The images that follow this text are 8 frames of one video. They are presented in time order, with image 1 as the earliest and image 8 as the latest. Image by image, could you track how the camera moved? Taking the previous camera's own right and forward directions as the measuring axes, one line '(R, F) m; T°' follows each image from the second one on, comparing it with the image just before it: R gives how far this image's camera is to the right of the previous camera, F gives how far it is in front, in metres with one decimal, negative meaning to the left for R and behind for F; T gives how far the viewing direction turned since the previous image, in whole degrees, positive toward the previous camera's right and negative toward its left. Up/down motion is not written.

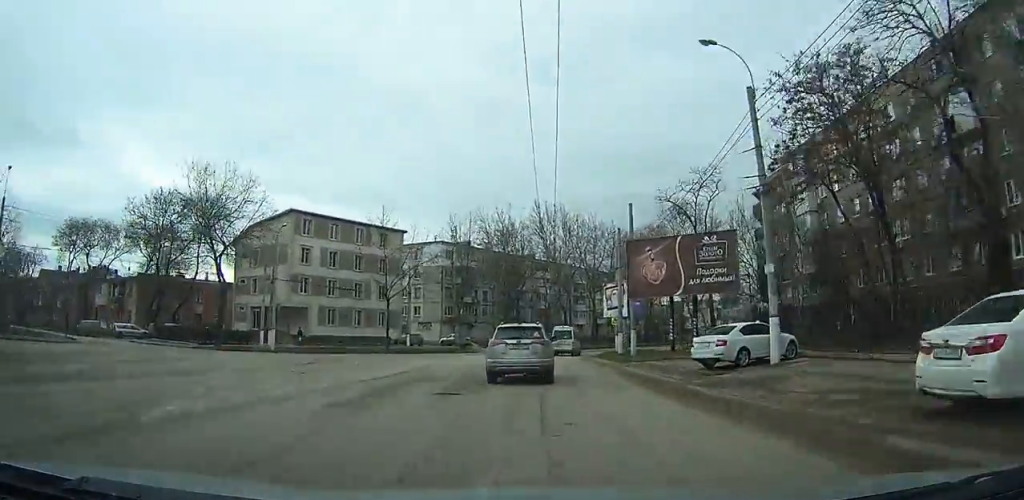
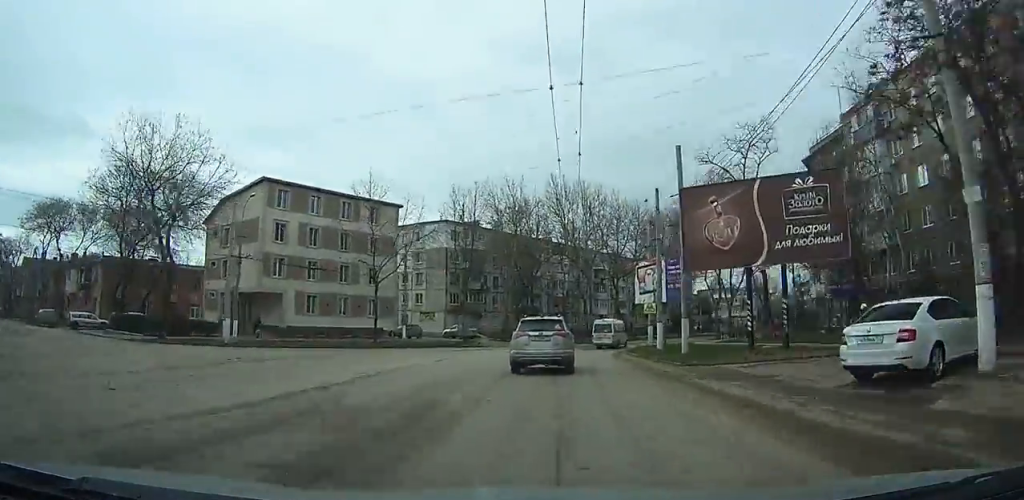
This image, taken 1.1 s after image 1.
(-0.6, +10.3) m; -4°
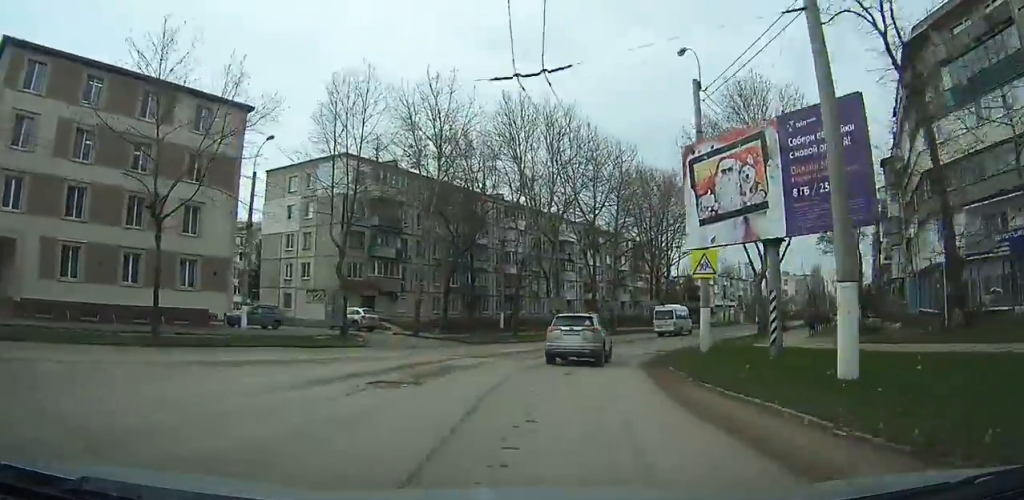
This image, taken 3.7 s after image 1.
(-0.2, +26.3) m; +6°
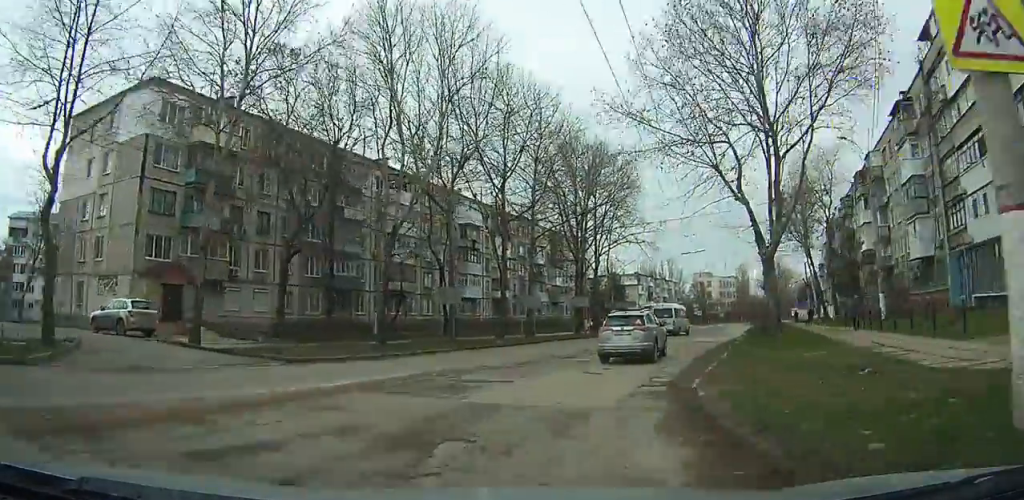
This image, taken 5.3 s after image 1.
(+1.3, +17.2) m; +10°
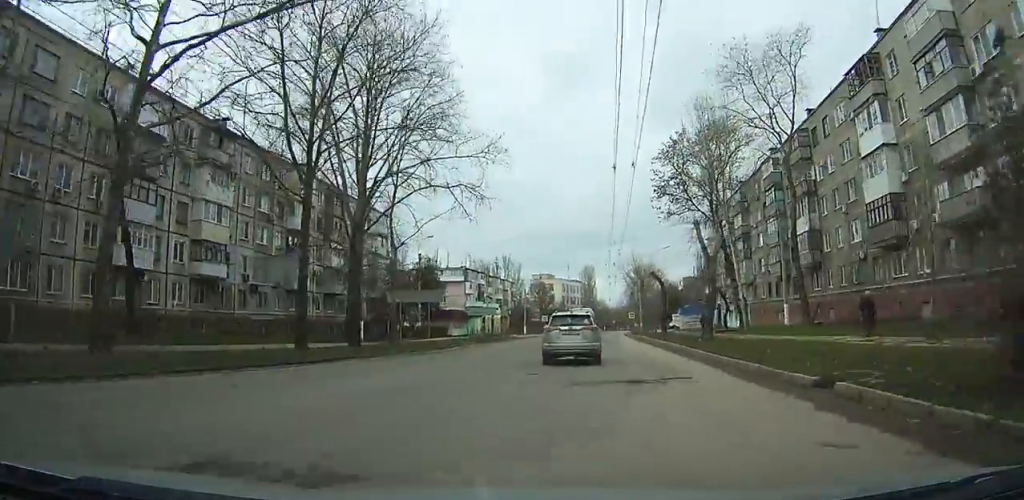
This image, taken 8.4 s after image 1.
(+4.6, +33.2) m; +11°
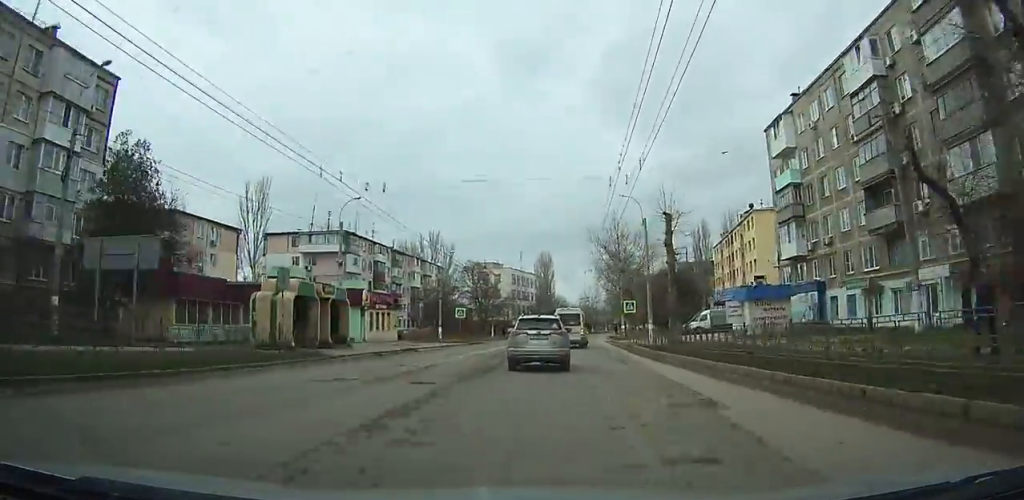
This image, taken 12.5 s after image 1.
(+1.3, +47.6) m; +2°
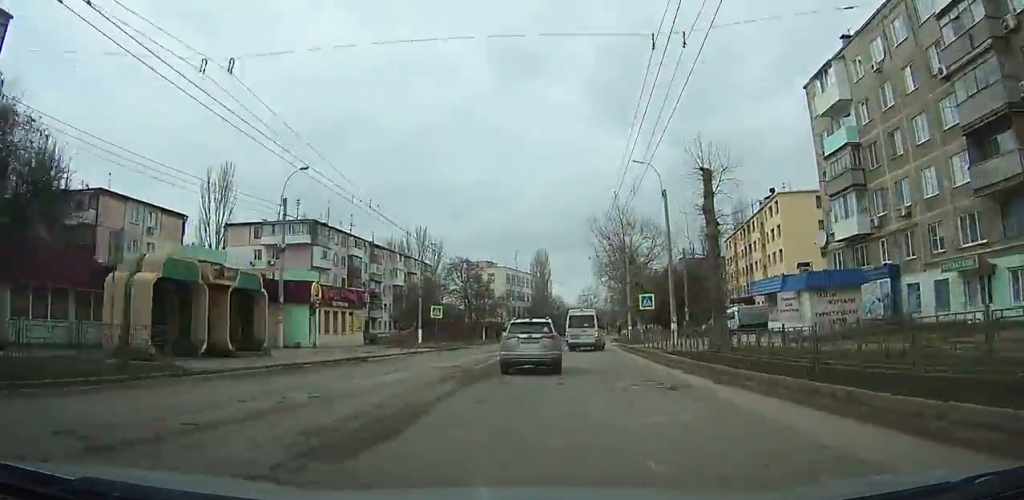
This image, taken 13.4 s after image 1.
(+0.1, +10.2) m; 0°
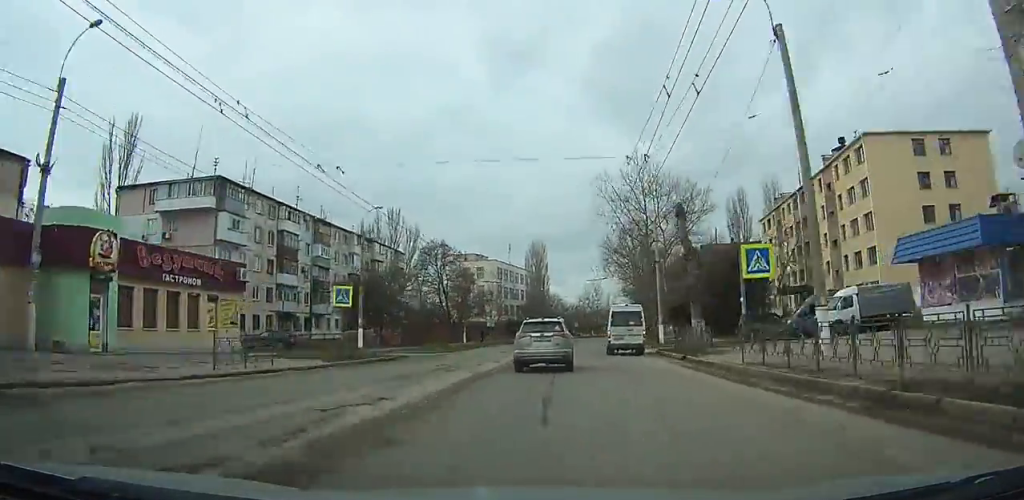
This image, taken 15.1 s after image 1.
(+0.1, +20.7) m; 0°
